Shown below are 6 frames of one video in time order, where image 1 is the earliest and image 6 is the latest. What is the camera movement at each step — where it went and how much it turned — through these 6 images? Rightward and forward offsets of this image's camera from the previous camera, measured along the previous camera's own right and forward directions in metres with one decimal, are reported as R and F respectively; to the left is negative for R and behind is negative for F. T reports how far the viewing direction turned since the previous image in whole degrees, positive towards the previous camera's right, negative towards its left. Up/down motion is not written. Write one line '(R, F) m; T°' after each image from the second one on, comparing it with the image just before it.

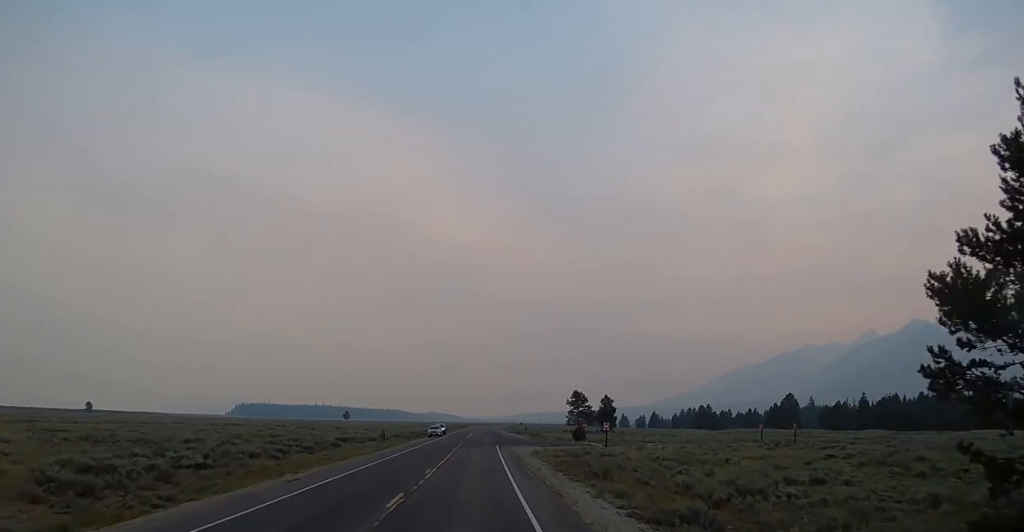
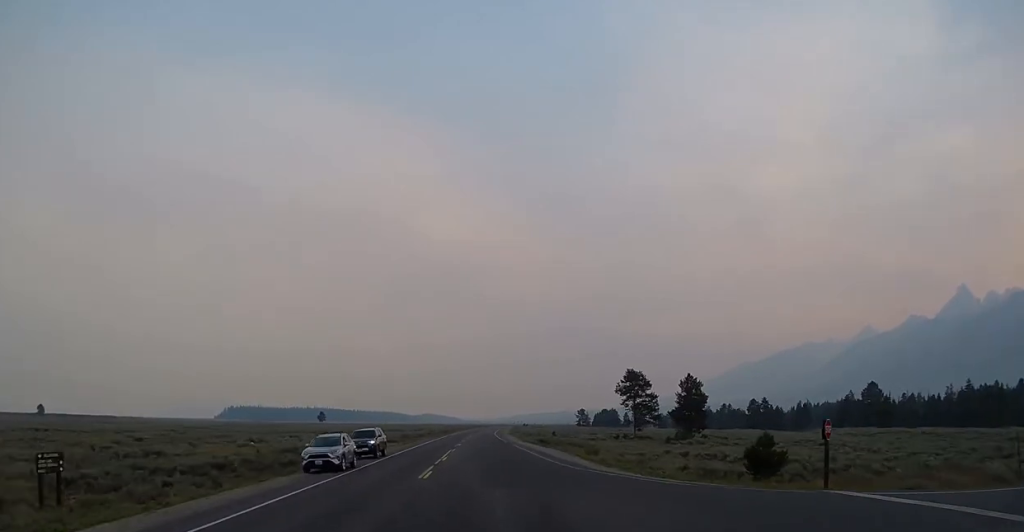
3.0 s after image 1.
(+0.4, +66.5) m; 0°
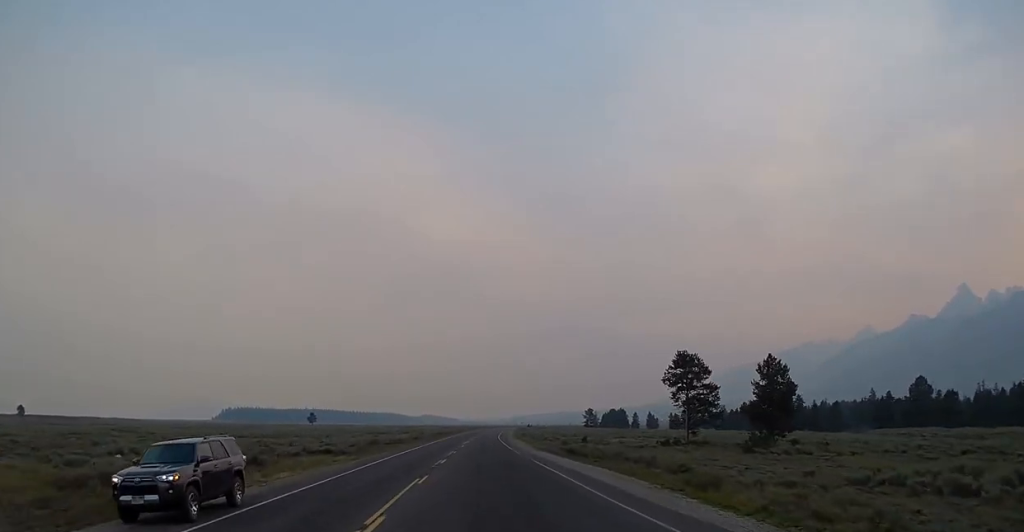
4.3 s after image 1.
(-0.6, +25.6) m; -1°
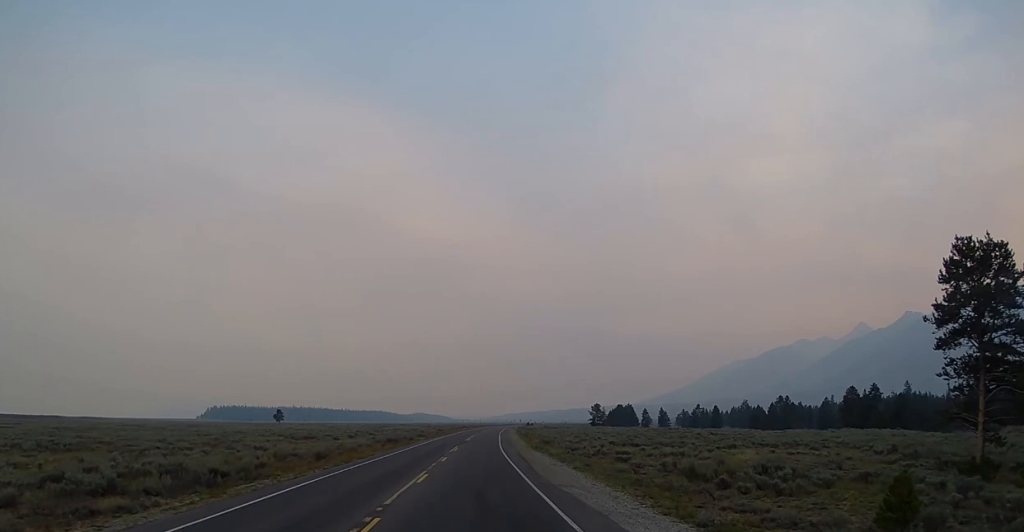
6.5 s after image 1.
(+0.6, +50.4) m; +2°
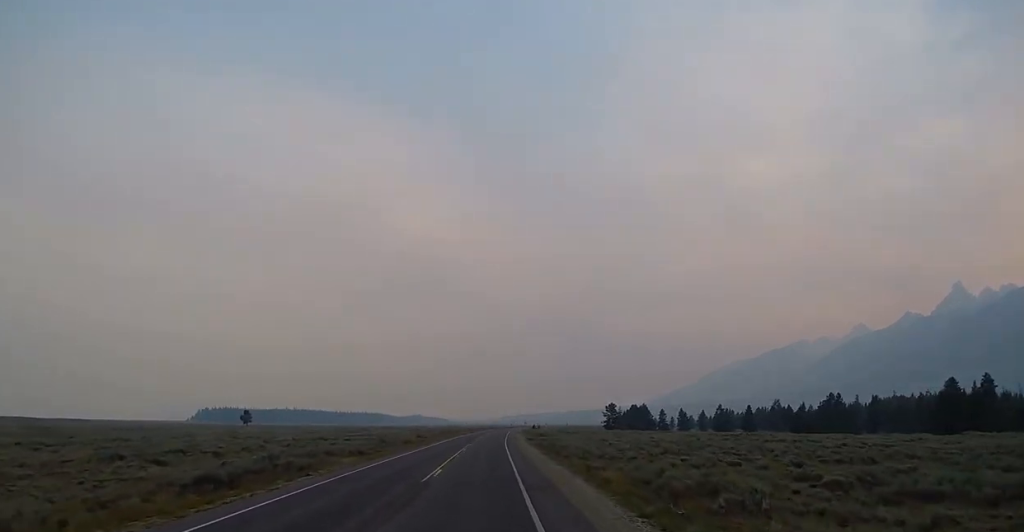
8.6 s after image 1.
(+0.1, +44.5) m; 0°
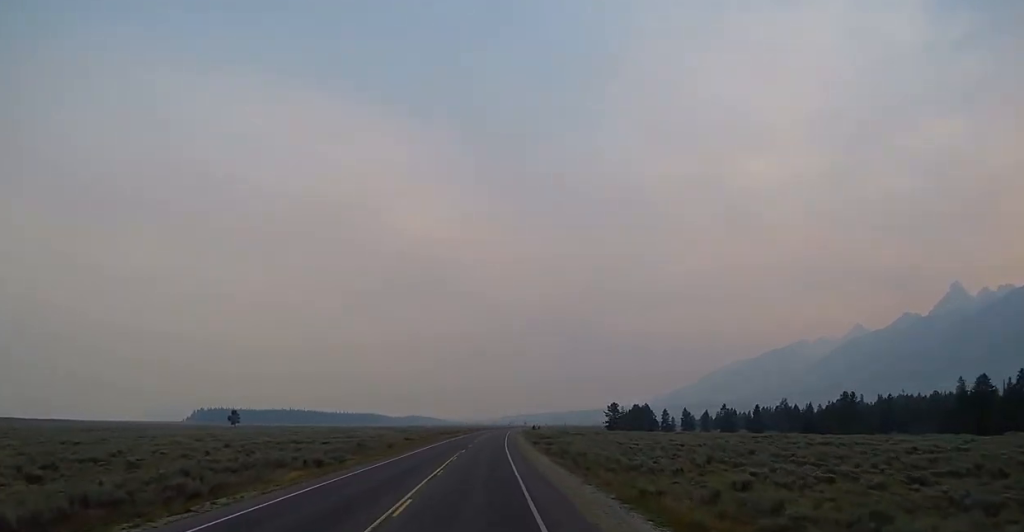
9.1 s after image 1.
(-0.3, +11.2) m; 0°
